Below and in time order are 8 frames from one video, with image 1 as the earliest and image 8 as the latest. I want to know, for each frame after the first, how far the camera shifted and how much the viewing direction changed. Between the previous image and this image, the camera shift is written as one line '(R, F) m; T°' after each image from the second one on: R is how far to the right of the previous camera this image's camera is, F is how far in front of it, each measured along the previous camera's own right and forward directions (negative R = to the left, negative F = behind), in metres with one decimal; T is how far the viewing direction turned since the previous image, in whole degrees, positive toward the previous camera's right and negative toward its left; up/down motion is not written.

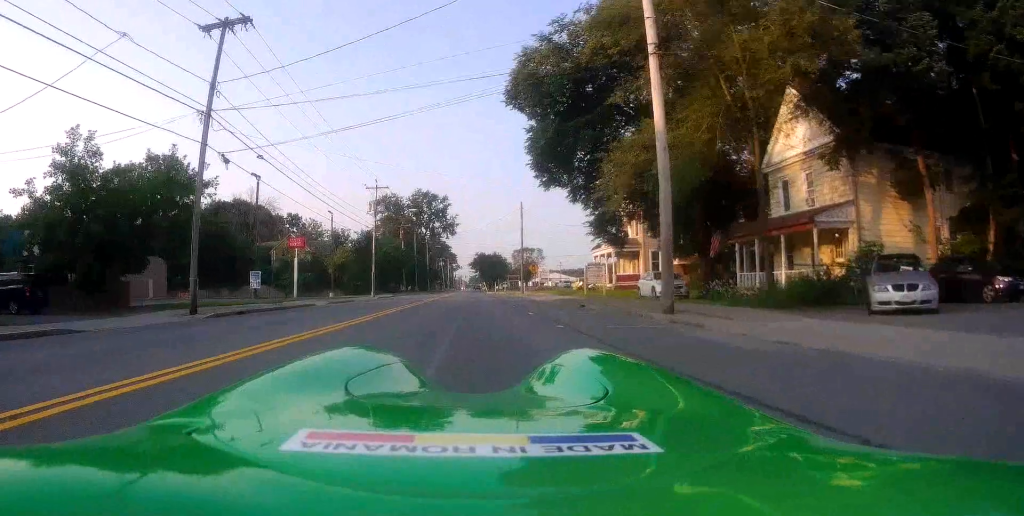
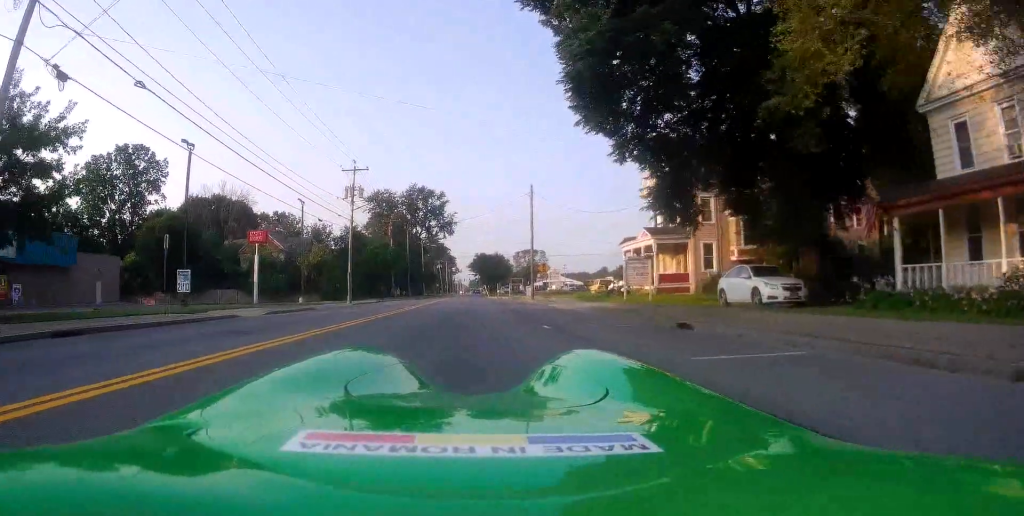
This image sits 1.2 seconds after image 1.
(0.0, +11.2) m; +2°
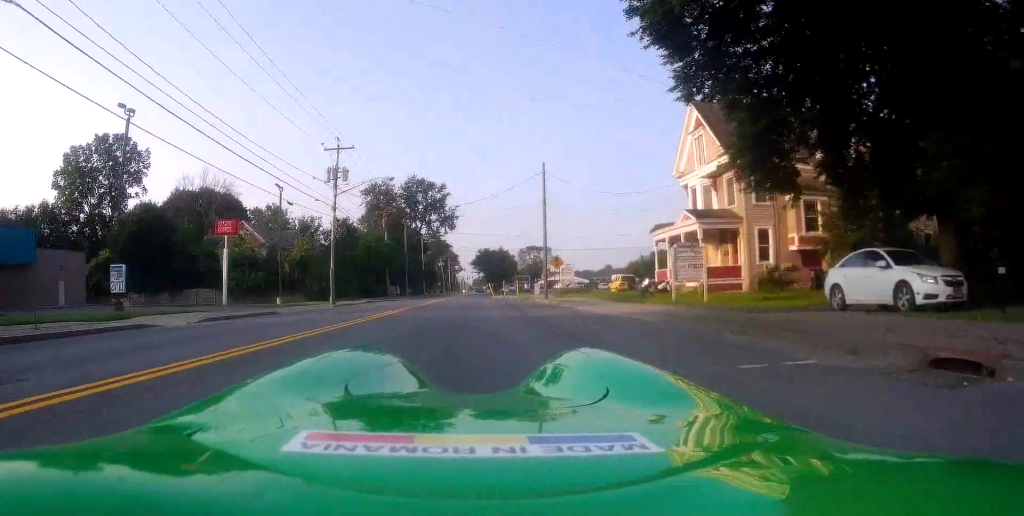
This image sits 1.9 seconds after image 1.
(+0.3, +7.2) m; 0°
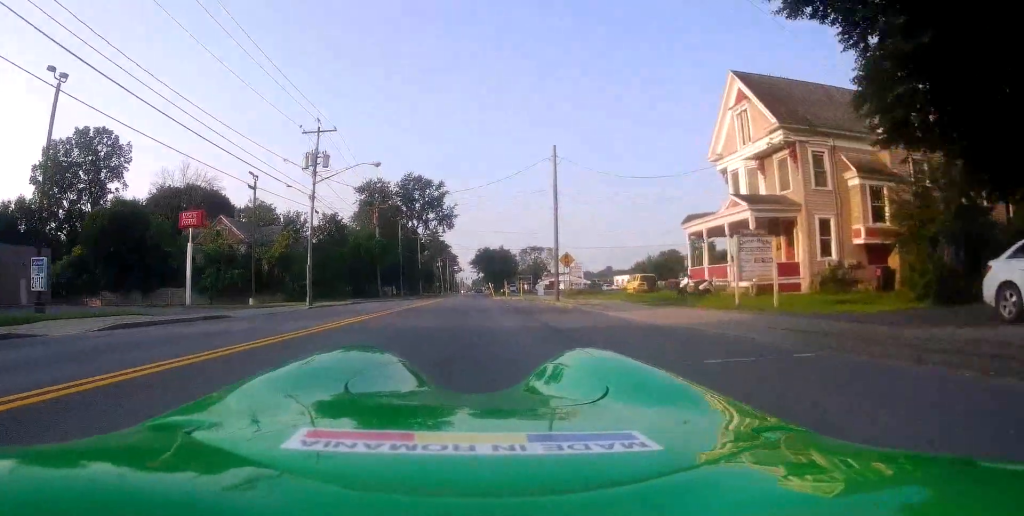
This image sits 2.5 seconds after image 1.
(0.0, +5.6) m; -1°
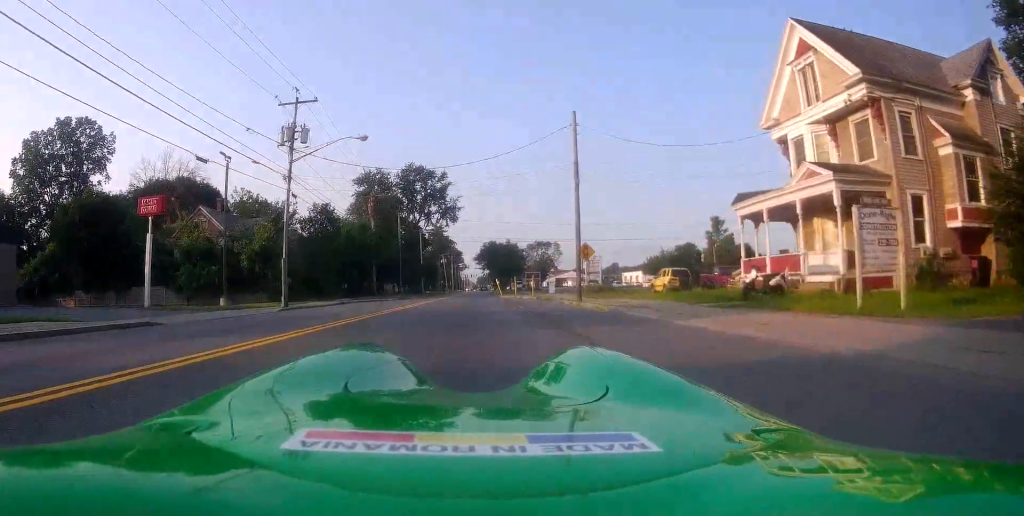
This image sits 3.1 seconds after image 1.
(-0.2, +6.0) m; -1°
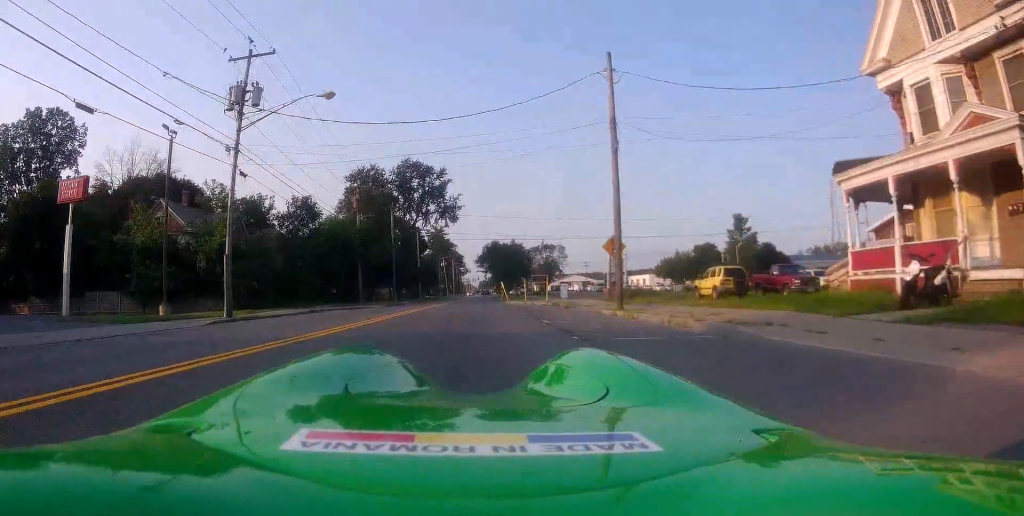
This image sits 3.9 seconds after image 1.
(0.0, +7.6) m; 0°
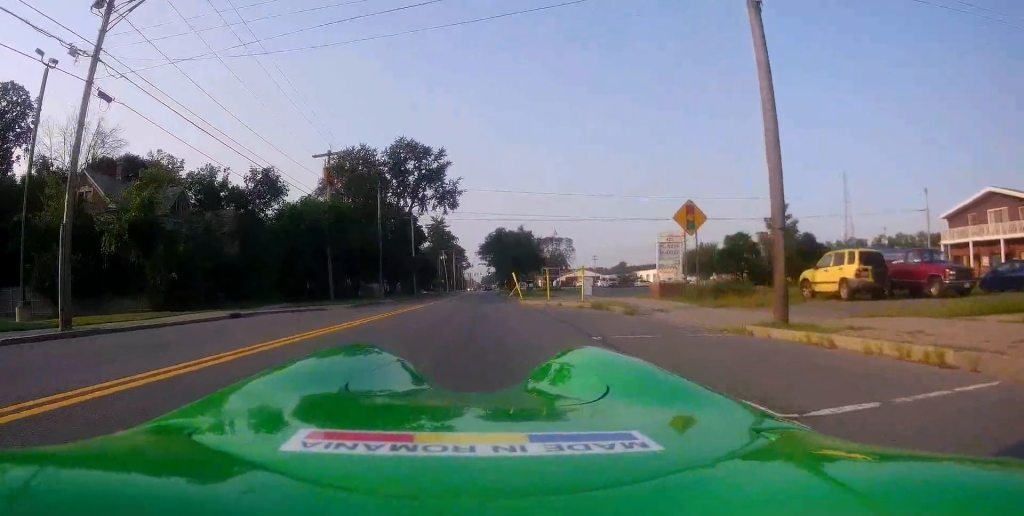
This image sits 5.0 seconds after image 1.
(0.0, +10.9) m; -2°
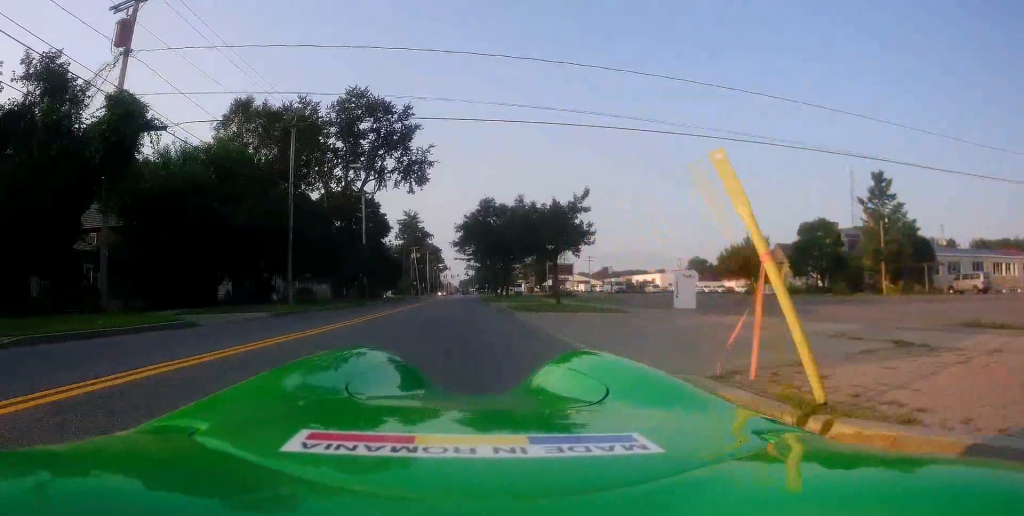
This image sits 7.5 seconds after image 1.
(+0.1, +24.3) m; +2°
